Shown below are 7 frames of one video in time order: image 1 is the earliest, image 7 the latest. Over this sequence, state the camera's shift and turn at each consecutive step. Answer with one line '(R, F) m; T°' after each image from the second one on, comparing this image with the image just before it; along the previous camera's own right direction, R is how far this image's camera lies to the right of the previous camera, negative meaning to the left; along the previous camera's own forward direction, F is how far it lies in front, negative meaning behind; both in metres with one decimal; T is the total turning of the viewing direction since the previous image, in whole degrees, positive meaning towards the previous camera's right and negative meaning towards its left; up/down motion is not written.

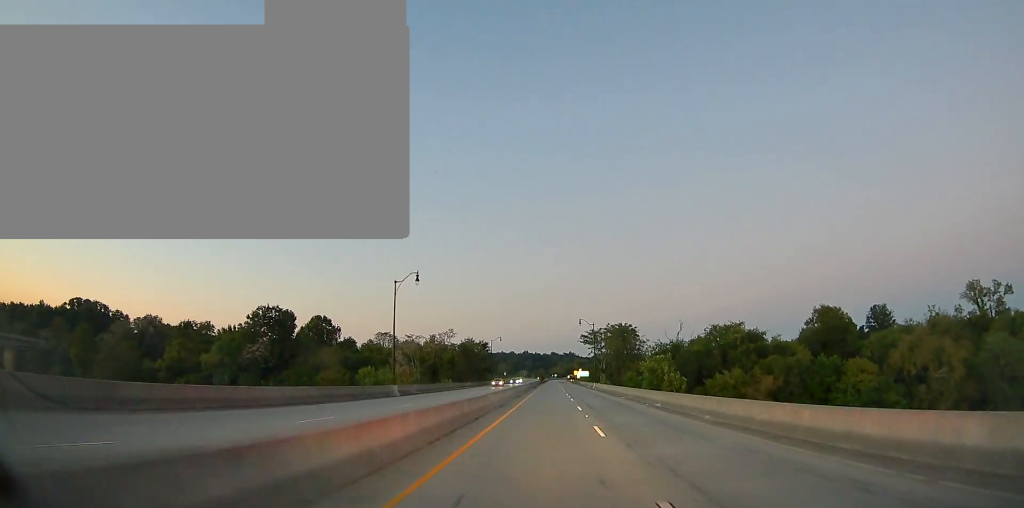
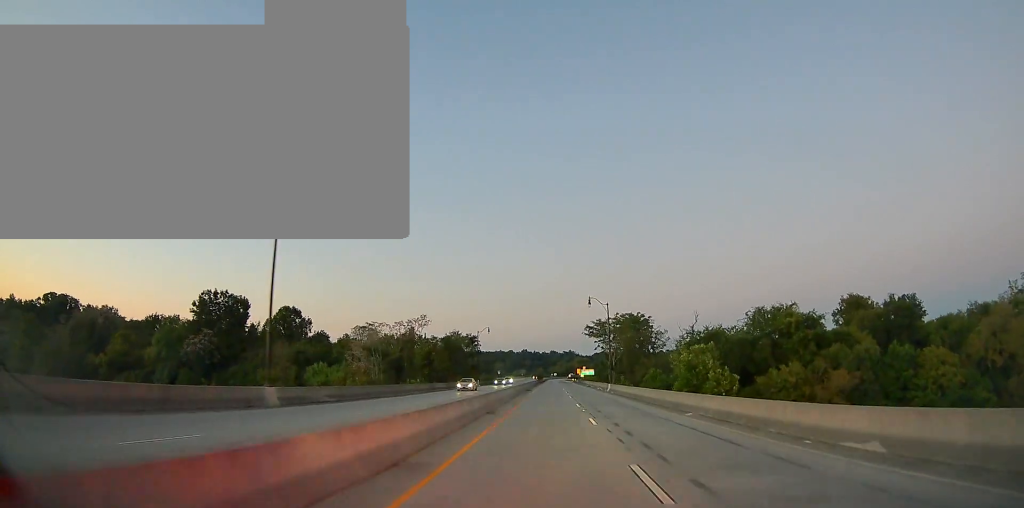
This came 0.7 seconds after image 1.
(-0.1, +21.2) m; 0°
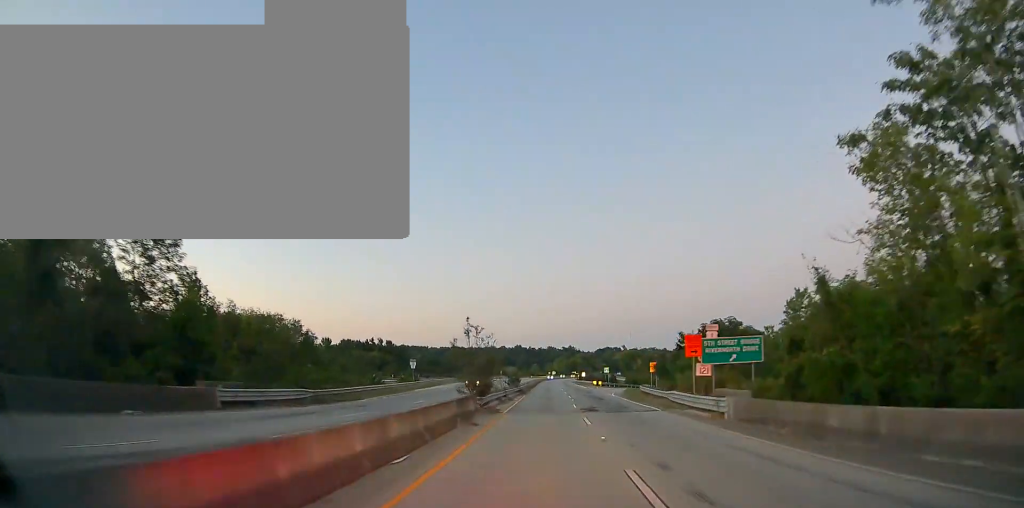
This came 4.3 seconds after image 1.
(+0.1, +109.8) m; 0°
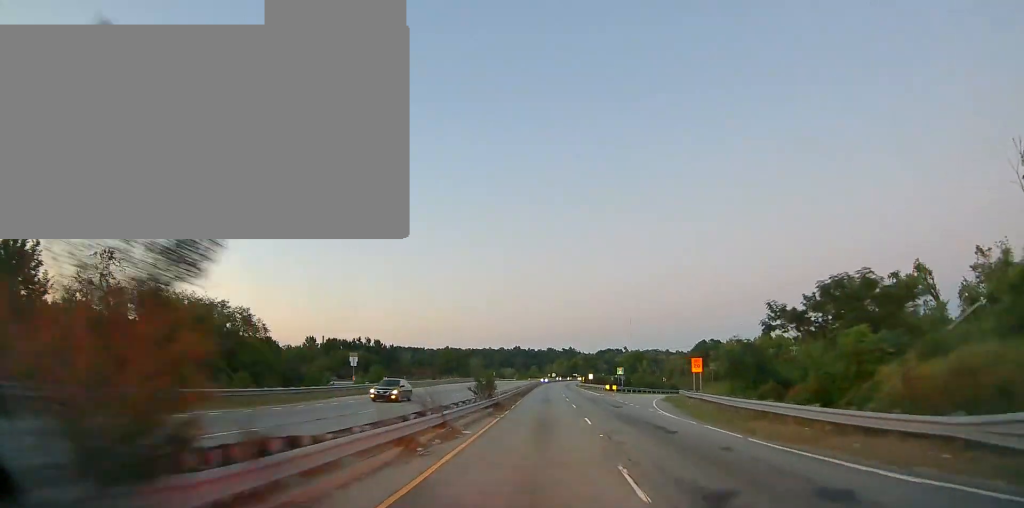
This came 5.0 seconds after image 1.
(+0.1, +21.0) m; 0°
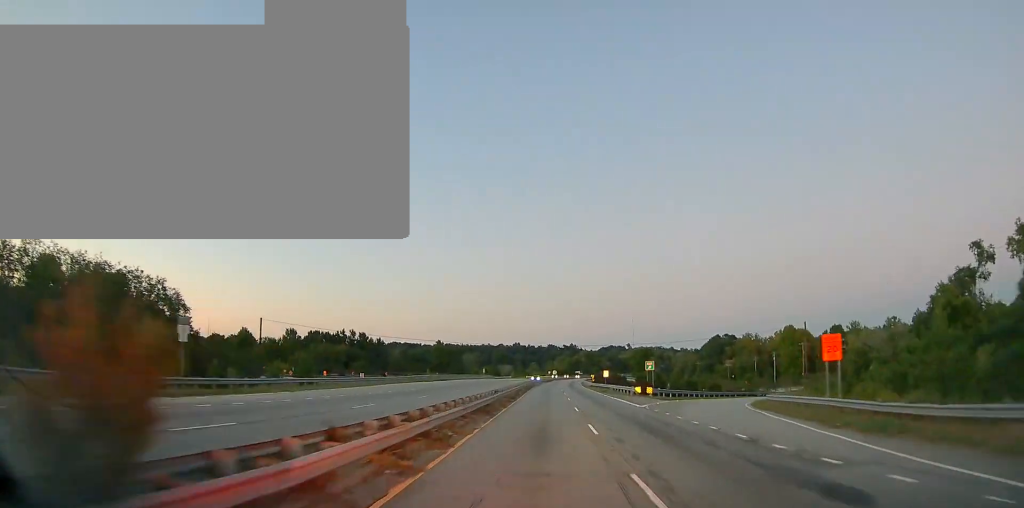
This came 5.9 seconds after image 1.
(0.0, +25.0) m; 0°
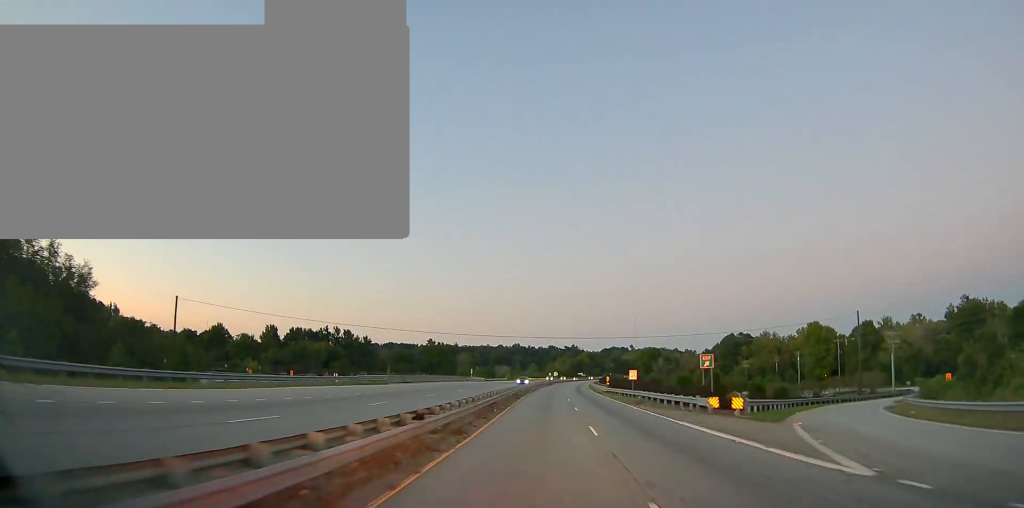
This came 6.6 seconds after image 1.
(0.0, +21.9) m; 0°
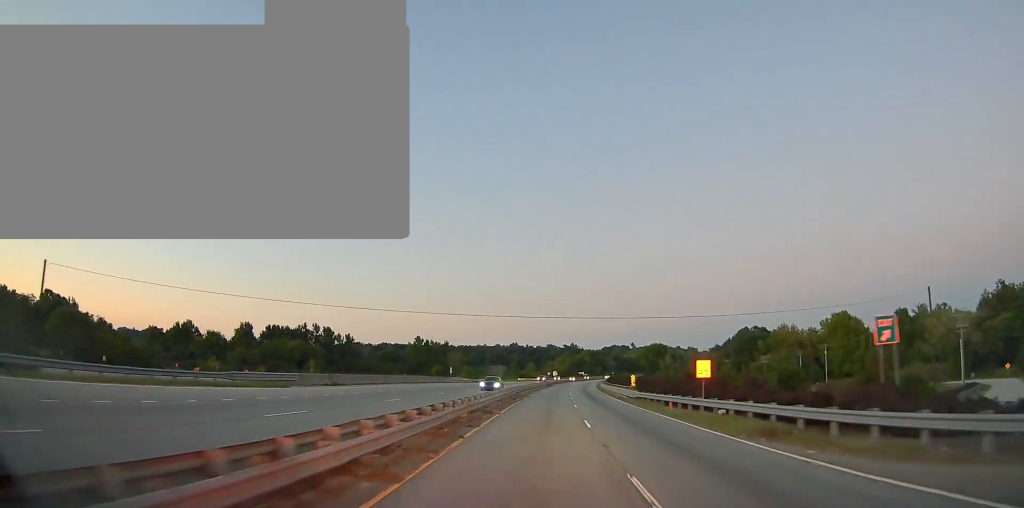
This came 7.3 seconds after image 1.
(+0.3, +22.0) m; 0°
